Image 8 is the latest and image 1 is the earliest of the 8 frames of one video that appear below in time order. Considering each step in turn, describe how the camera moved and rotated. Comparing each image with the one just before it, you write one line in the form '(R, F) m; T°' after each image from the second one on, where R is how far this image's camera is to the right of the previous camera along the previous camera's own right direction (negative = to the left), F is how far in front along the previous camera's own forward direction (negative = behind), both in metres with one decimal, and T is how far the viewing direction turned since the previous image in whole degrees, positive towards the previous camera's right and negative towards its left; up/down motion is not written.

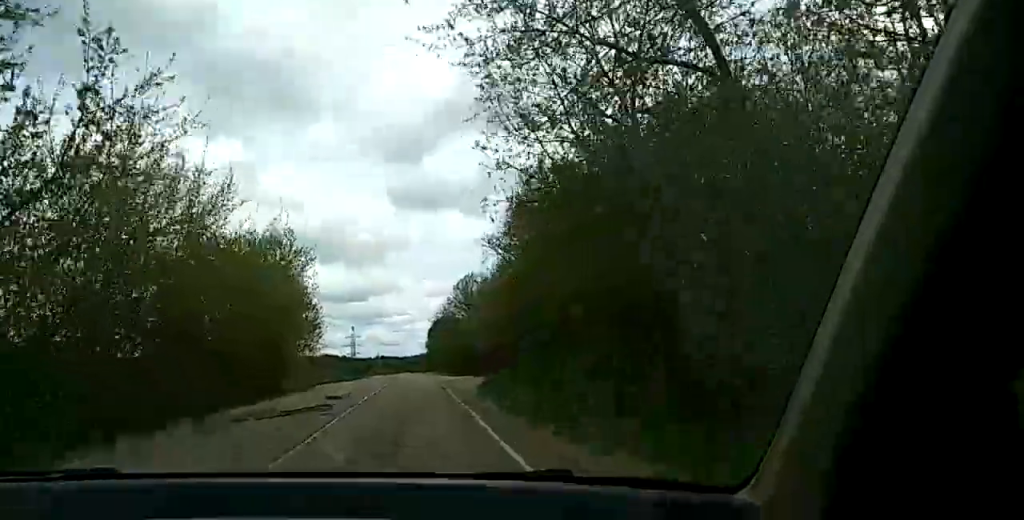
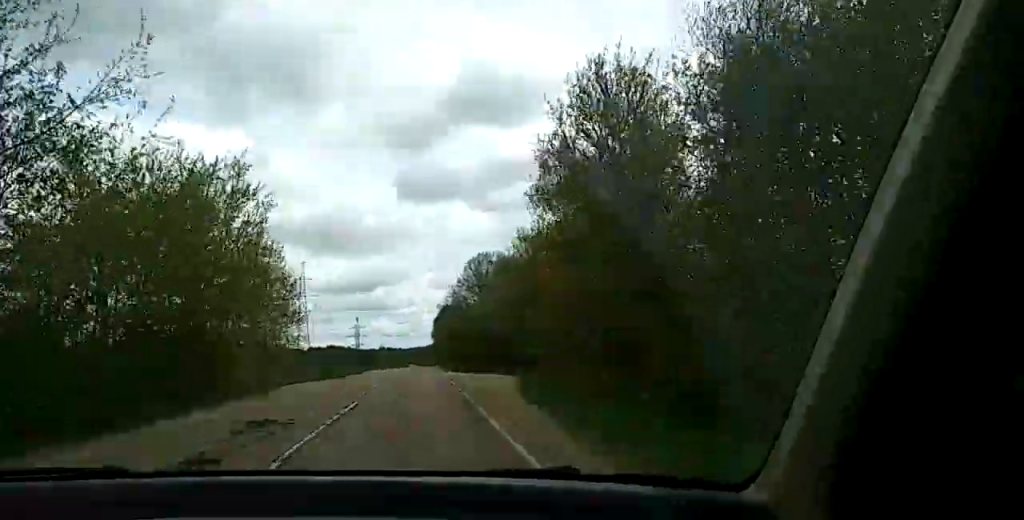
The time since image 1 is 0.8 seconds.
(0.0, +15.0) m; 0°
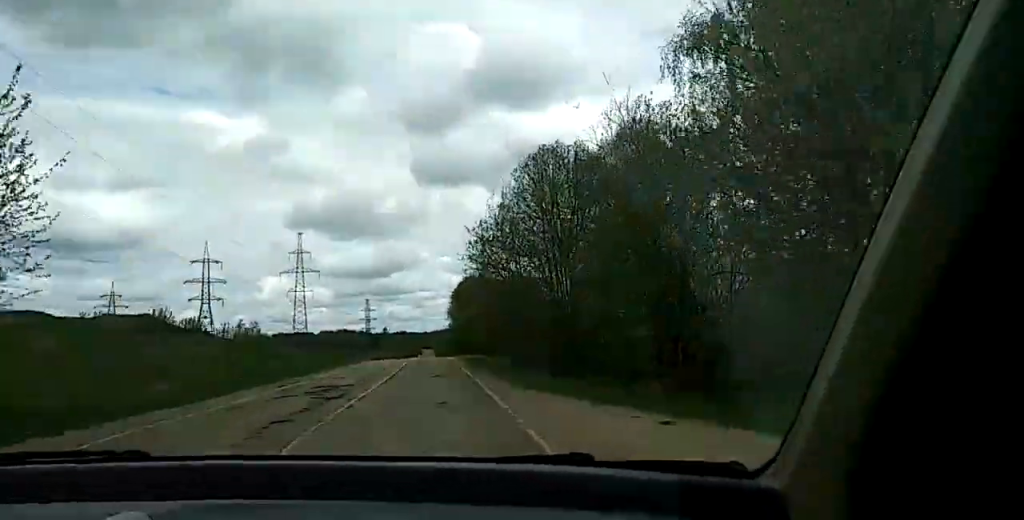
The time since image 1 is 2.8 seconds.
(0.0, +48.2) m; 0°
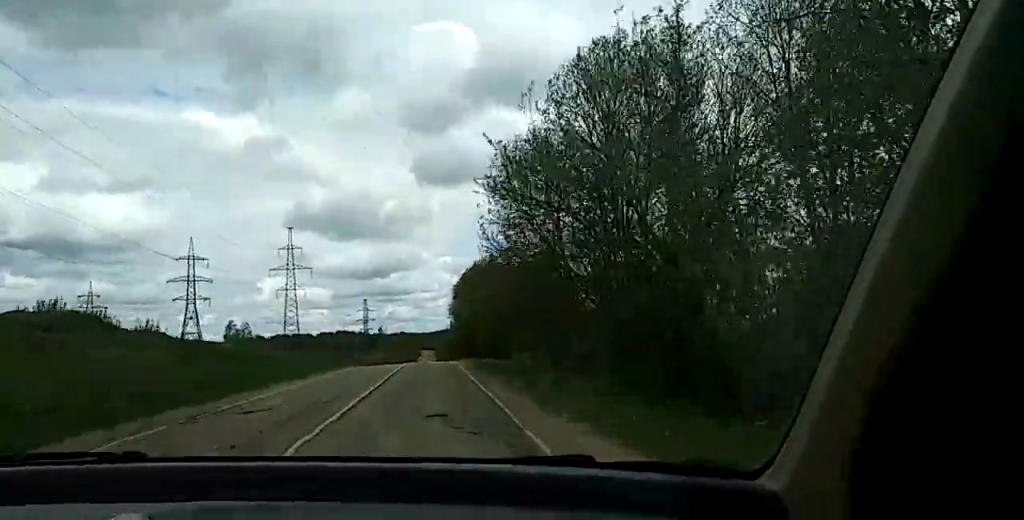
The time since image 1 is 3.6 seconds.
(0.0, +19.2) m; 0°
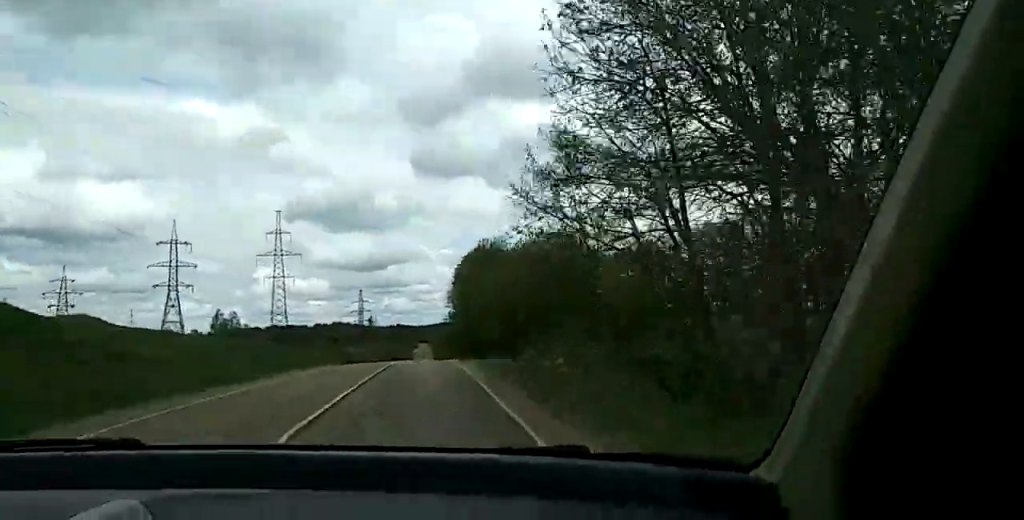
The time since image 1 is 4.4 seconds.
(0.0, +19.2) m; 0°
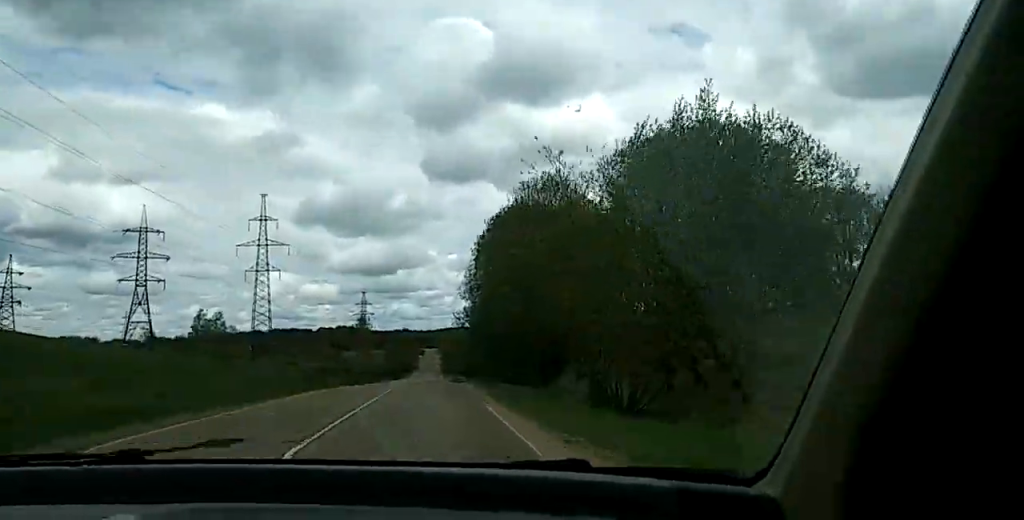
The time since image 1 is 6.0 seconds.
(-0.4, +39.2) m; -1°
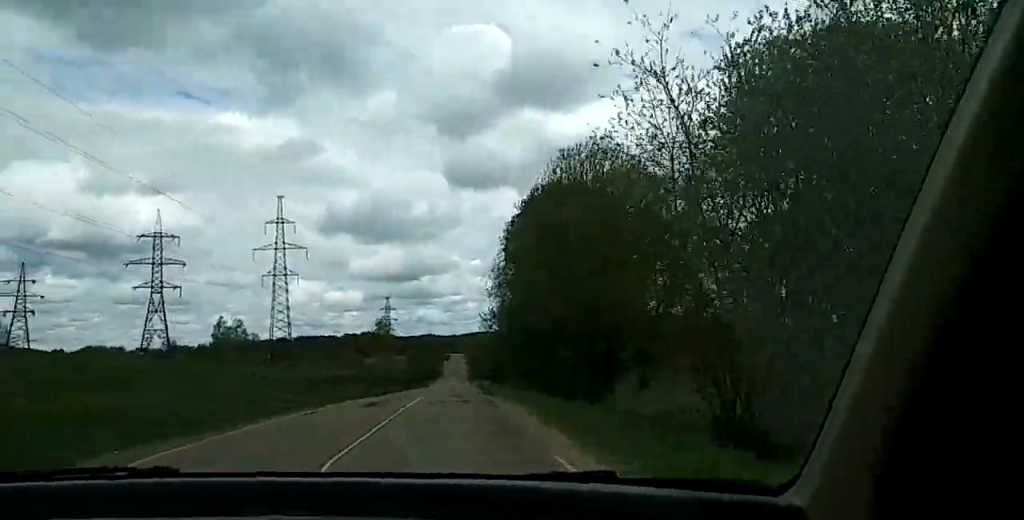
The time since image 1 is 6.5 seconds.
(-0.1, +9.8) m; 0°
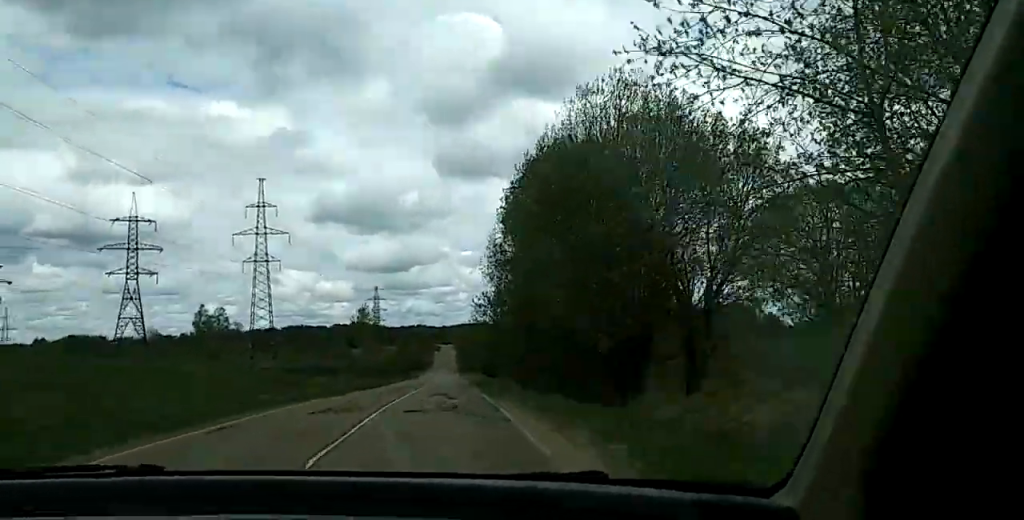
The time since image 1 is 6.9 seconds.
(0.0, +8.6) m; 0°
